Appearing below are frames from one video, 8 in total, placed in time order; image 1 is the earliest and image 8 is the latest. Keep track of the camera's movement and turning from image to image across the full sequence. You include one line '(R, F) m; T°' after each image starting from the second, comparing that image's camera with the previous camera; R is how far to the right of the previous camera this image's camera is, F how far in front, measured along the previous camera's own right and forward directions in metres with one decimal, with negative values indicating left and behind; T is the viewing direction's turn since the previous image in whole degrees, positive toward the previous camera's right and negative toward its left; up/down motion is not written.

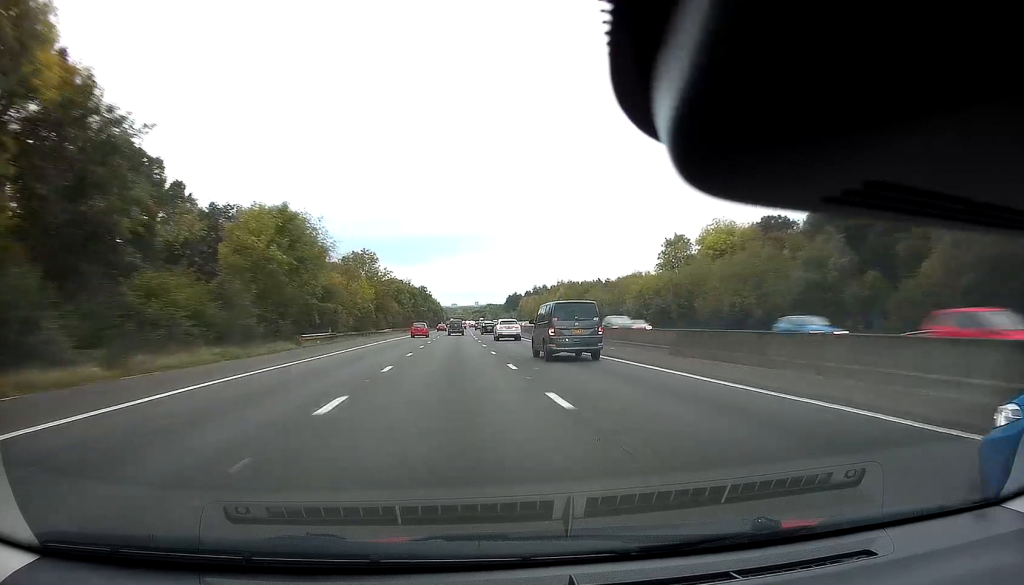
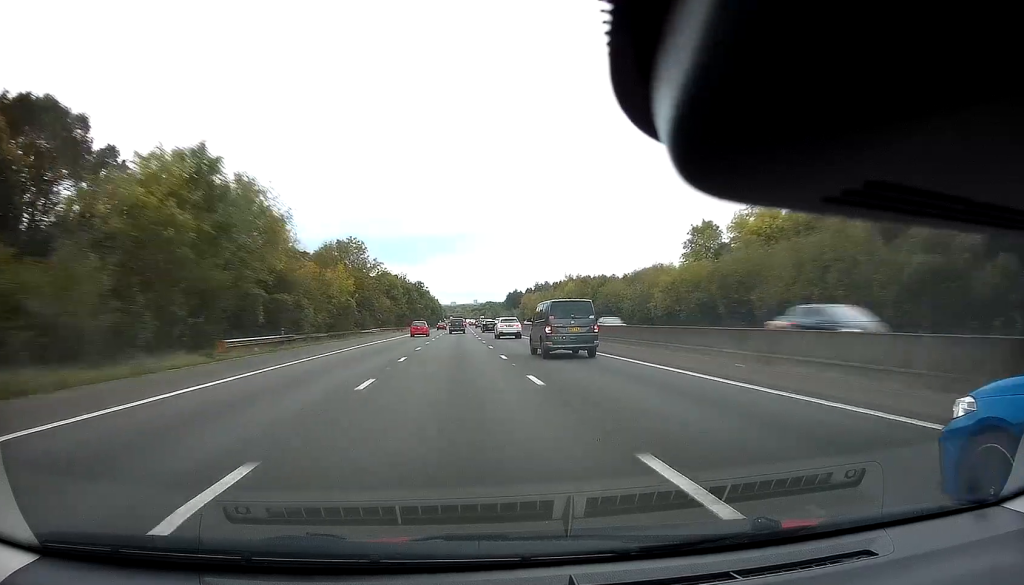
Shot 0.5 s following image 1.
(+0.4, +14.5) m; 0°
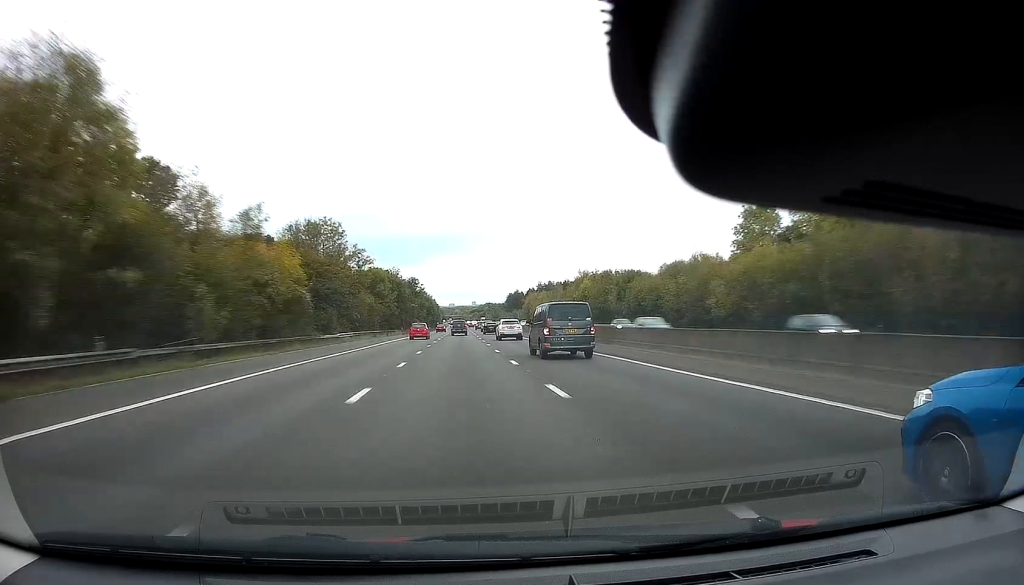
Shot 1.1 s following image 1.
(+0.2, +20.7) m; 0°
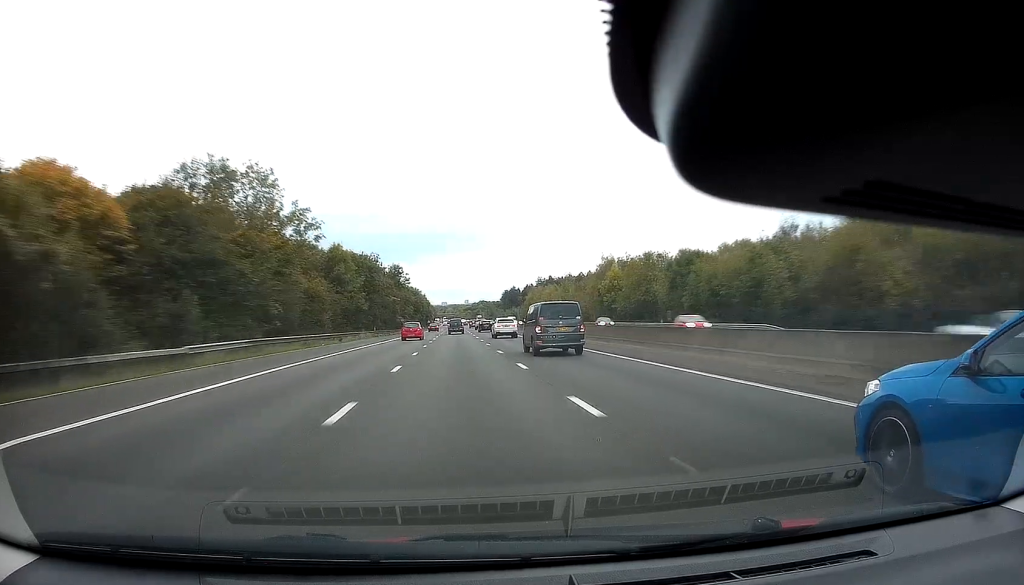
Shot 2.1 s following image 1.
(-0.3, +30.2) m; 0°
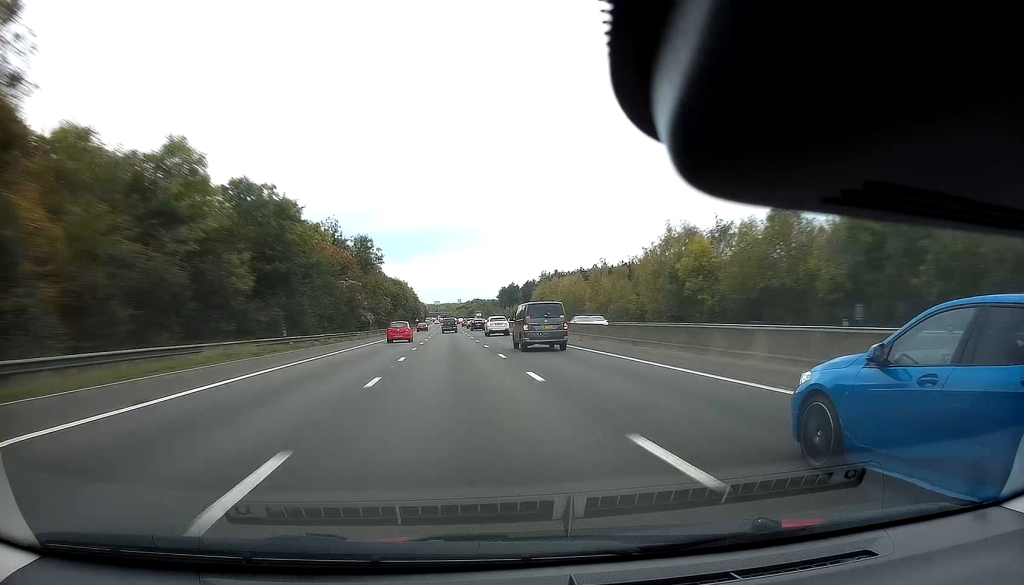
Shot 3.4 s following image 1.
(+0.3, +41.4) m; +1°
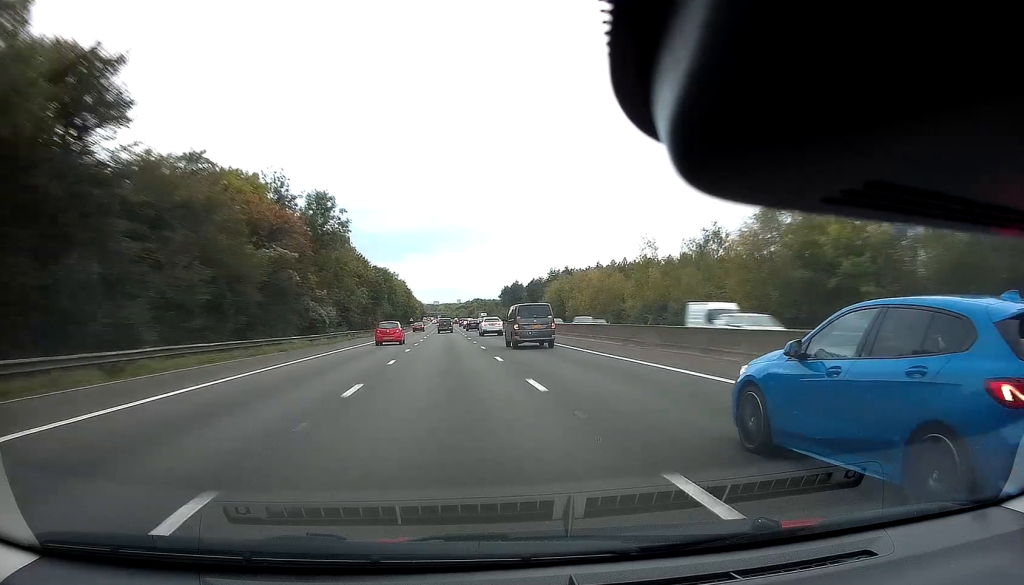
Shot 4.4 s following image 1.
(0.0, +30.0) m; -1°
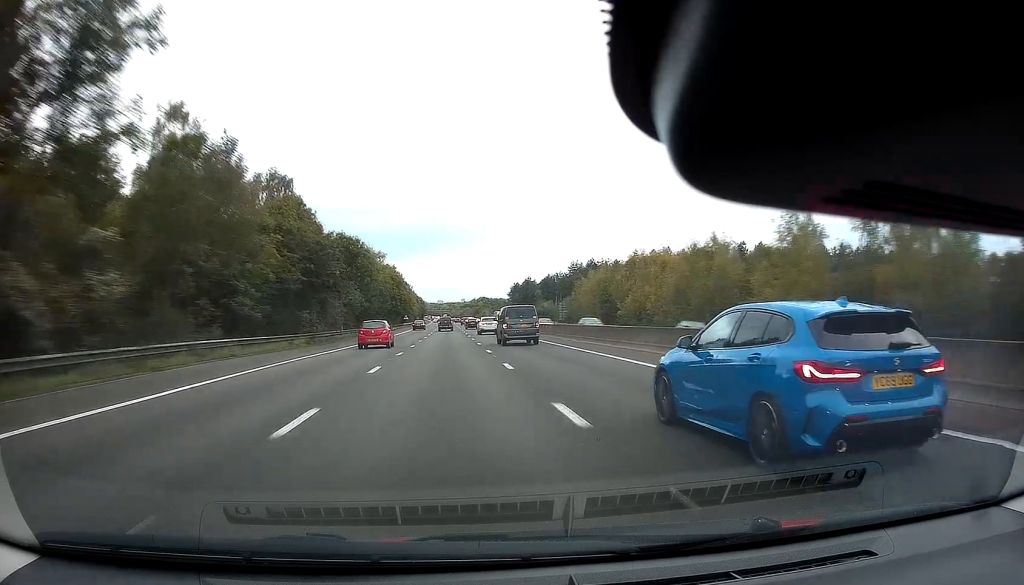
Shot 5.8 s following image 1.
(-0.8, +42.2) m; 0°
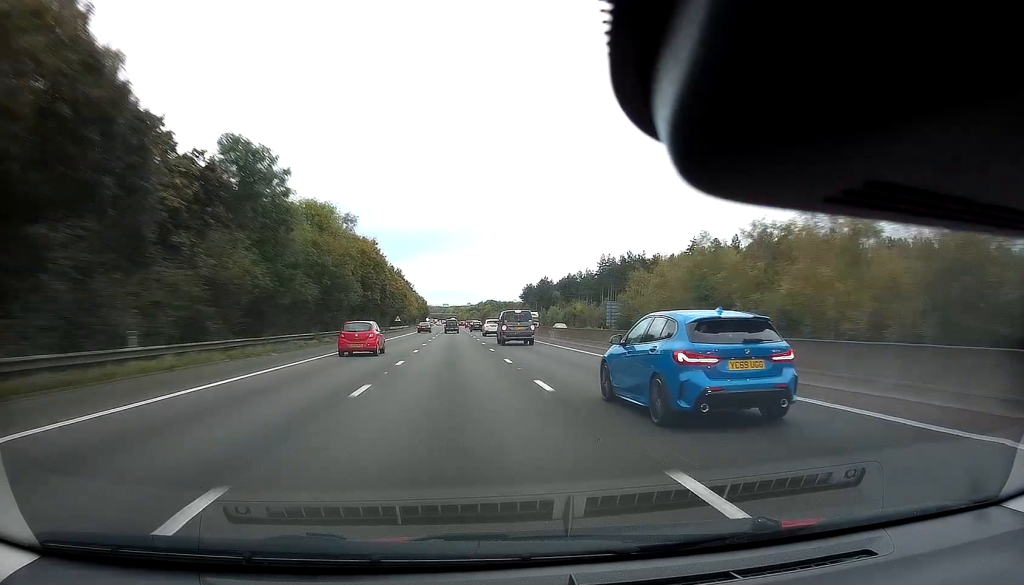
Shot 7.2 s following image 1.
(+1.1, +42.3) m; +2°
